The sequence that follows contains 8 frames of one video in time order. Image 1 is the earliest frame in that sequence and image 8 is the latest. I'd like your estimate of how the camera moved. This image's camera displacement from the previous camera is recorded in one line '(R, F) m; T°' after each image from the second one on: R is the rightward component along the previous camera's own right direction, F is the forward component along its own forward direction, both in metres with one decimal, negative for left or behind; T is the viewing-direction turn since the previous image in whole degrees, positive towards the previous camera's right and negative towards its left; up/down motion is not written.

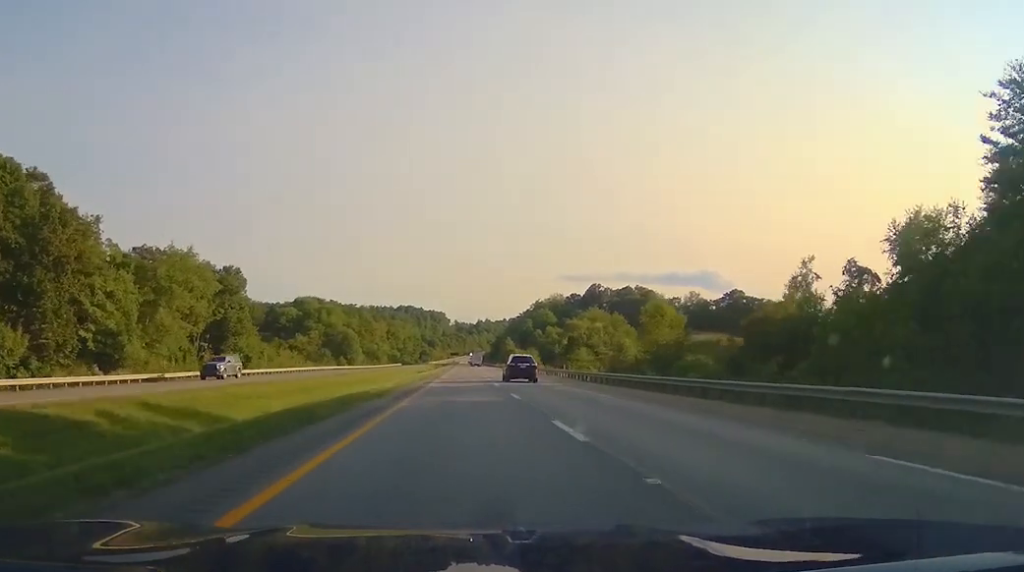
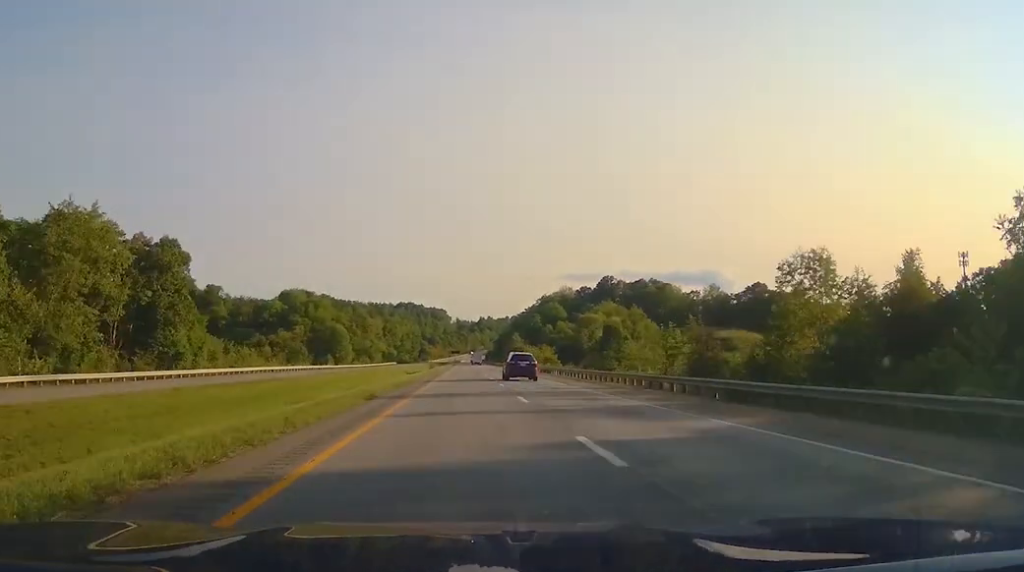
(+0.1, +28.0) m; 0°
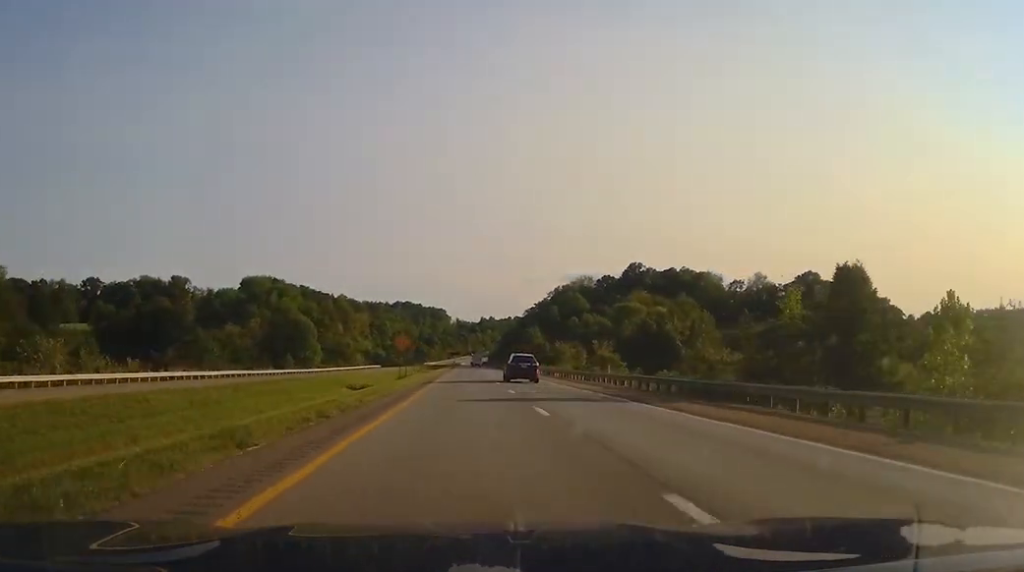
(-0.9, +54.8) m; -1°
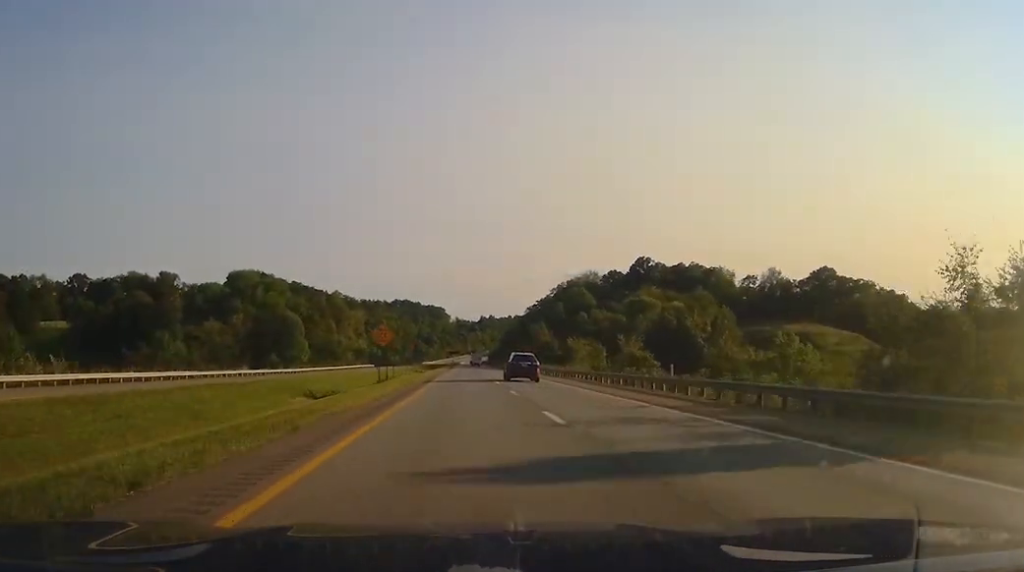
(+0.2, +14.5) m; 0°
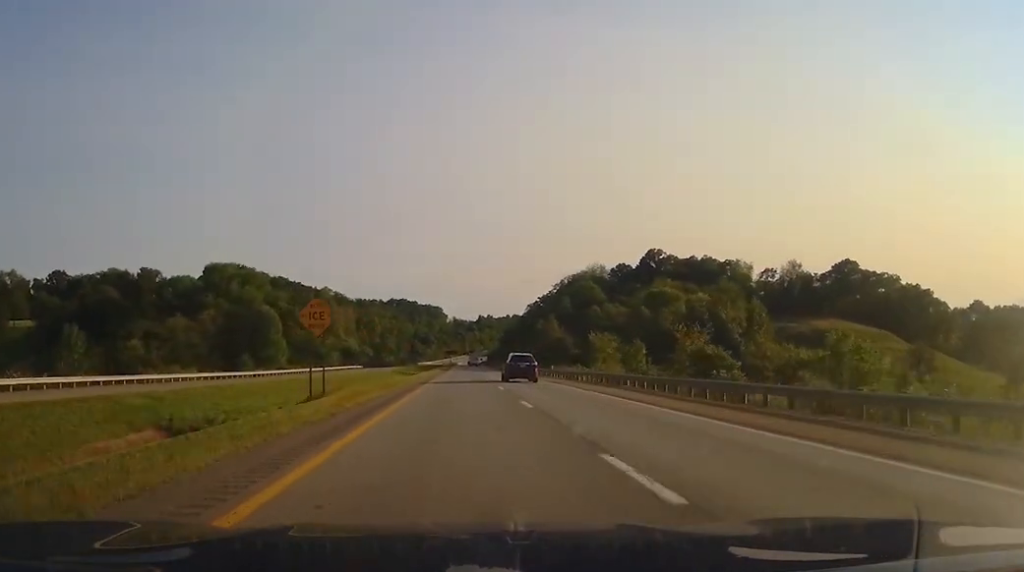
(+0.2, +20.1) m; +1°
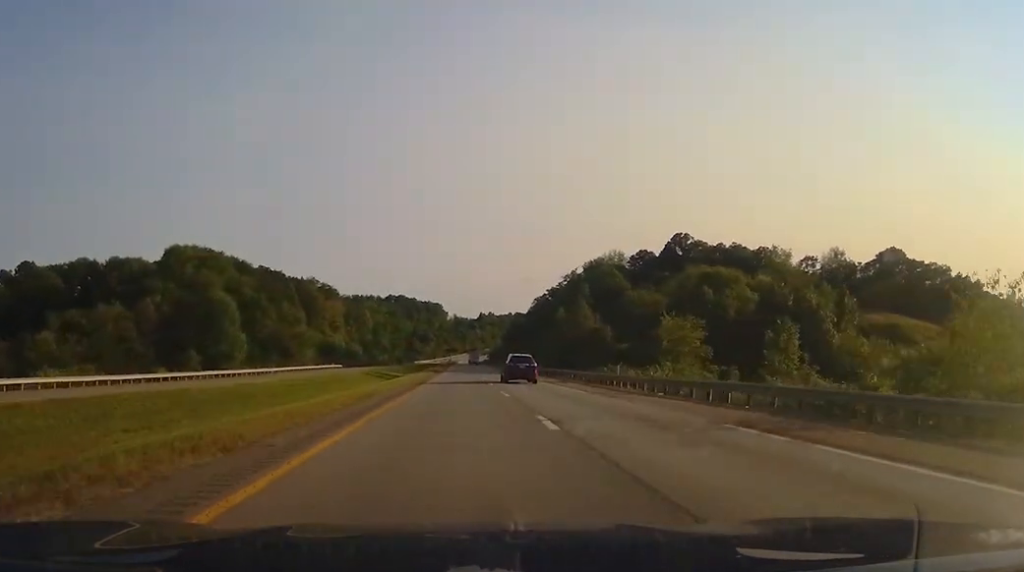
(0.0, +31.2) m; 0°
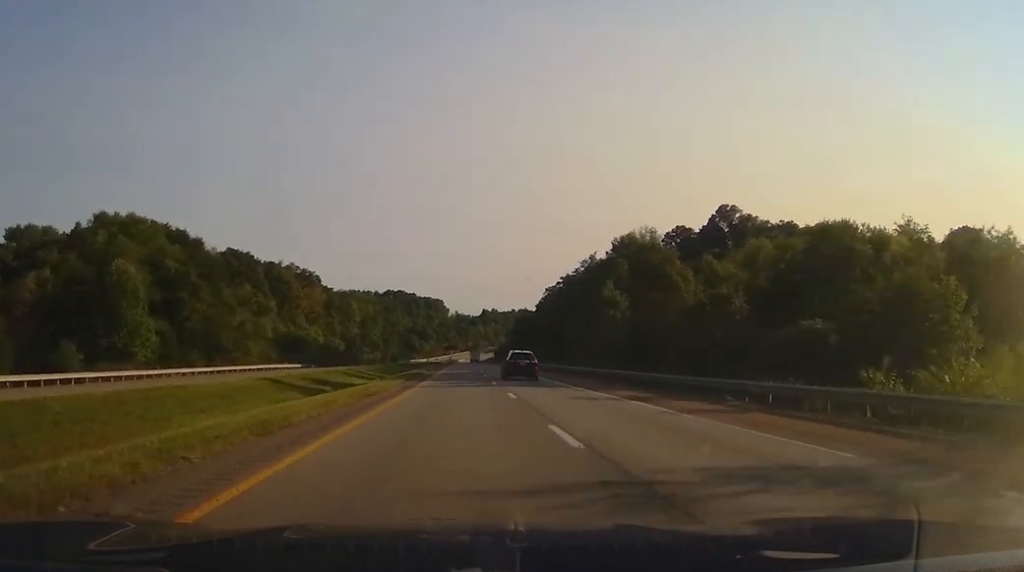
(+0.3, +40.3) m; 0°
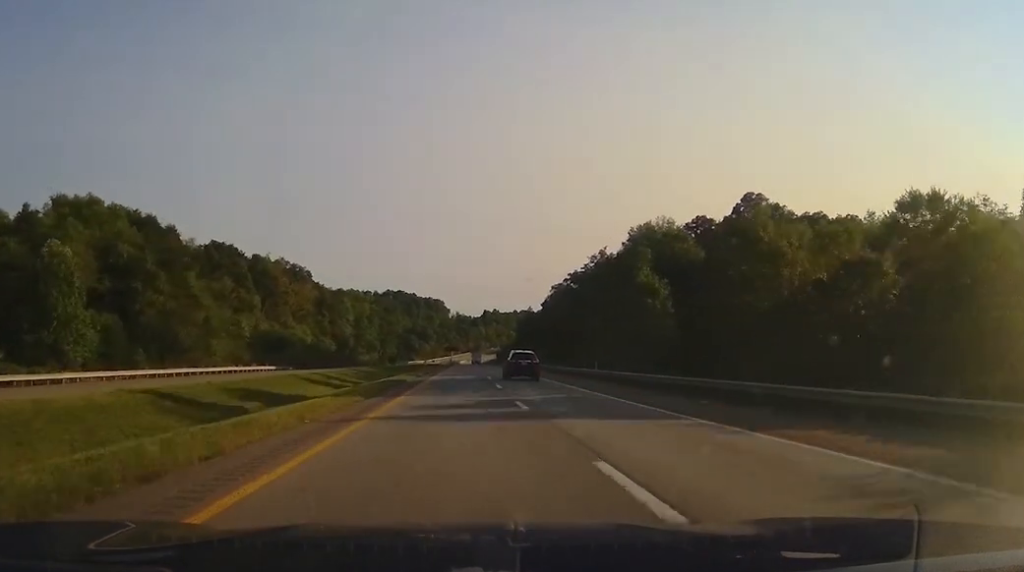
(-0.1, +16.8) m; 0°
